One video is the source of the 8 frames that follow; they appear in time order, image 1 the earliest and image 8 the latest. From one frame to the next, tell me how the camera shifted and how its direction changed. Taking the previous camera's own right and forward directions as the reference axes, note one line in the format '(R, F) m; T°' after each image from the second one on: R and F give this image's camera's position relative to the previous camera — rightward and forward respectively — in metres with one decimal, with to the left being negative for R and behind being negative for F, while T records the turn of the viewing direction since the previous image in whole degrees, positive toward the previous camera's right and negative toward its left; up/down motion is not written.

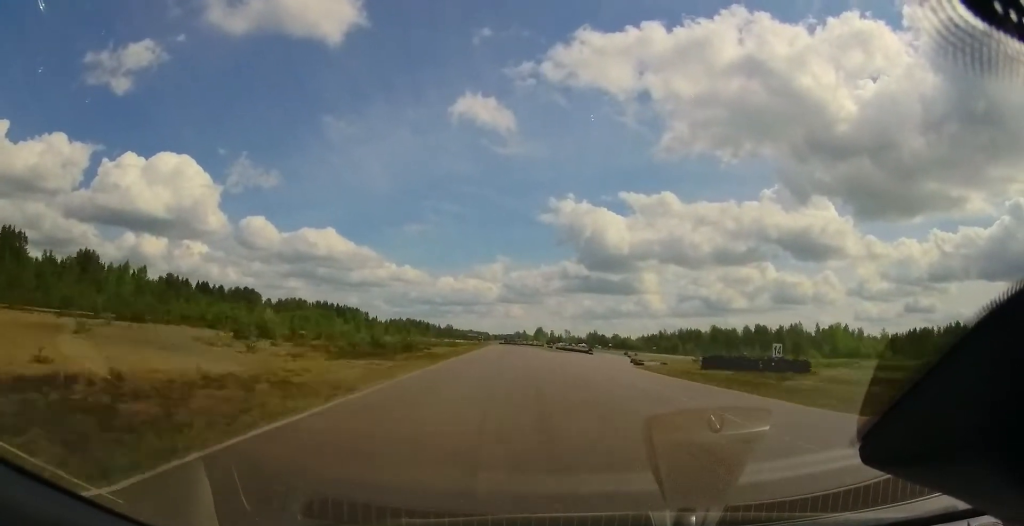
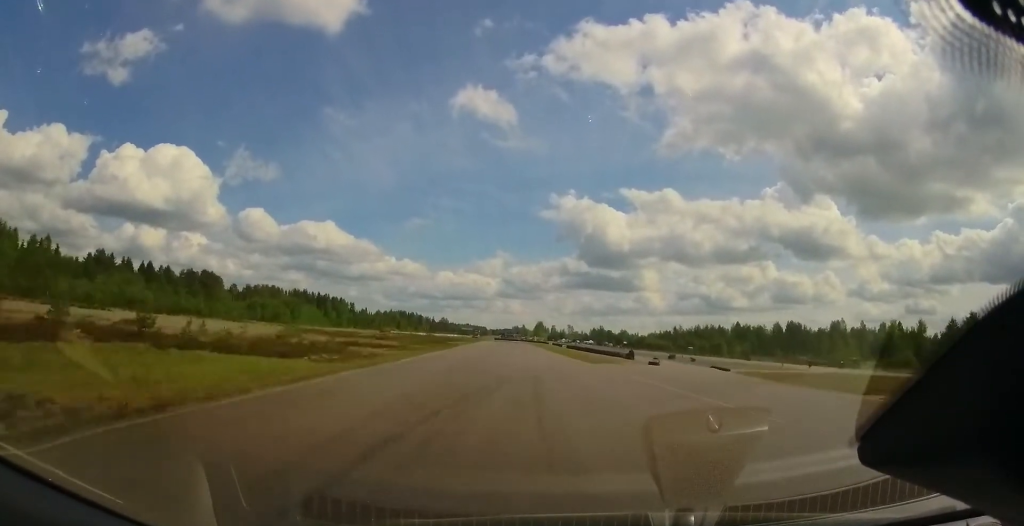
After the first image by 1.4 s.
(+0.7, +50.0) m; +1°
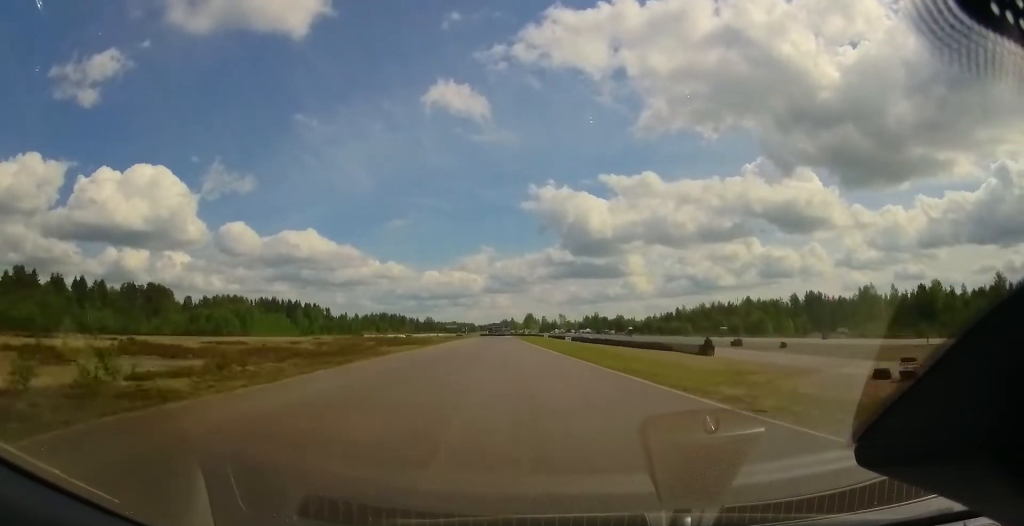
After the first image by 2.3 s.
(0.0, +37.8) m; -1°
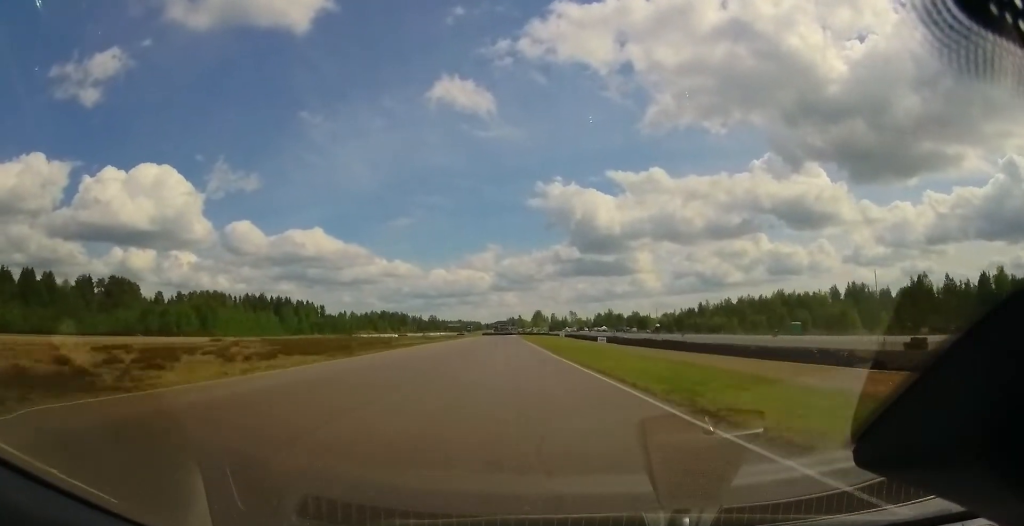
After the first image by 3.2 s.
(-0.4, +35.4) m; -1°
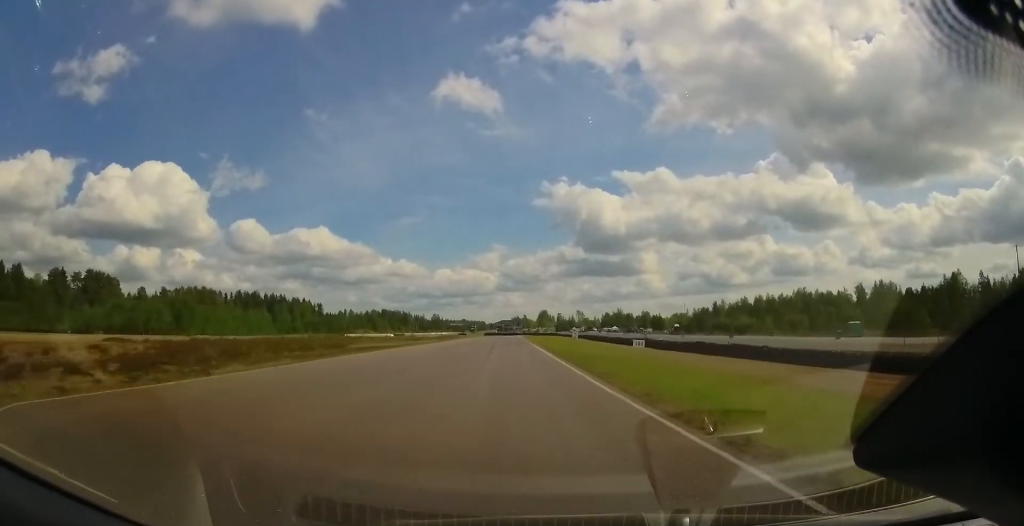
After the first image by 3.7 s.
(-0.1, +19.0) m; 0°
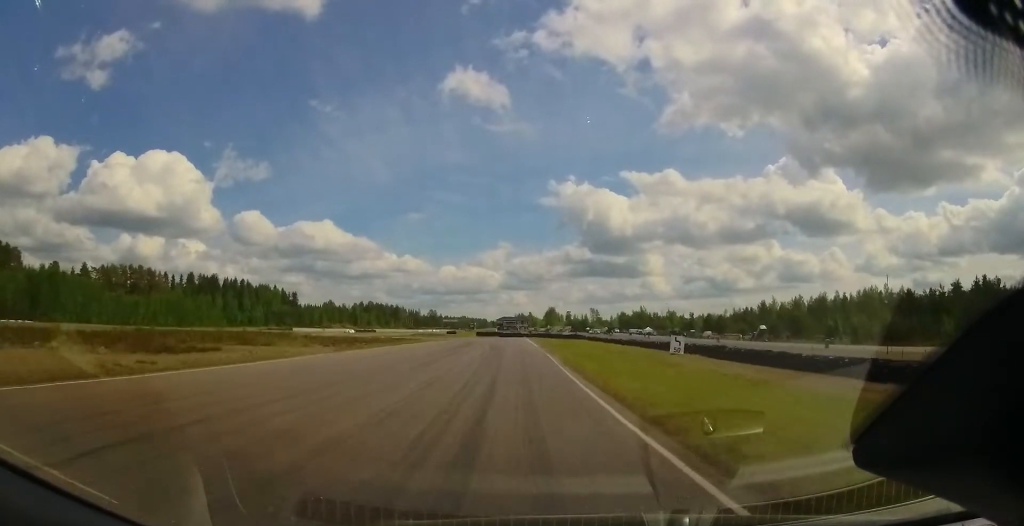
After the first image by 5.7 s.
(-0.6, +65.7) m; -1°
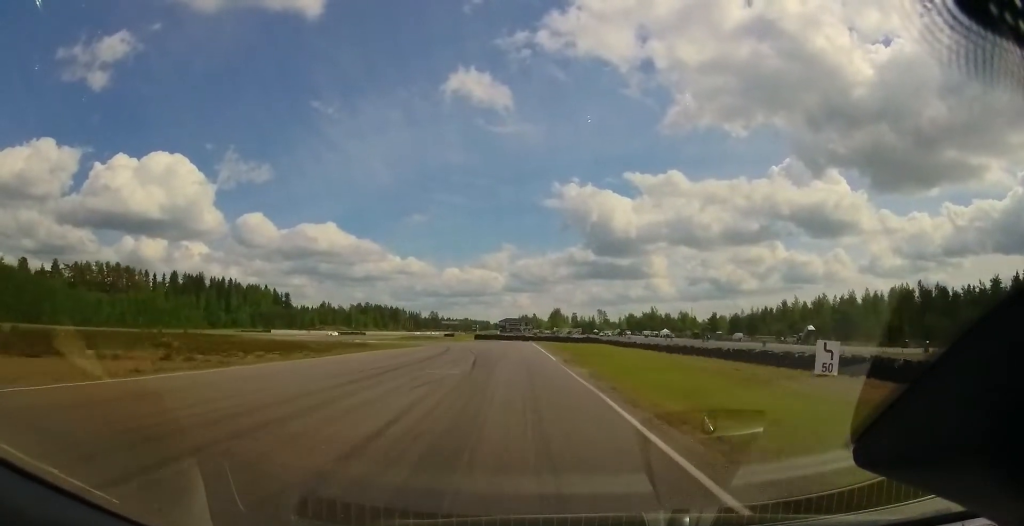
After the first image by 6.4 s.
(0.0, +19.8) m; -1°
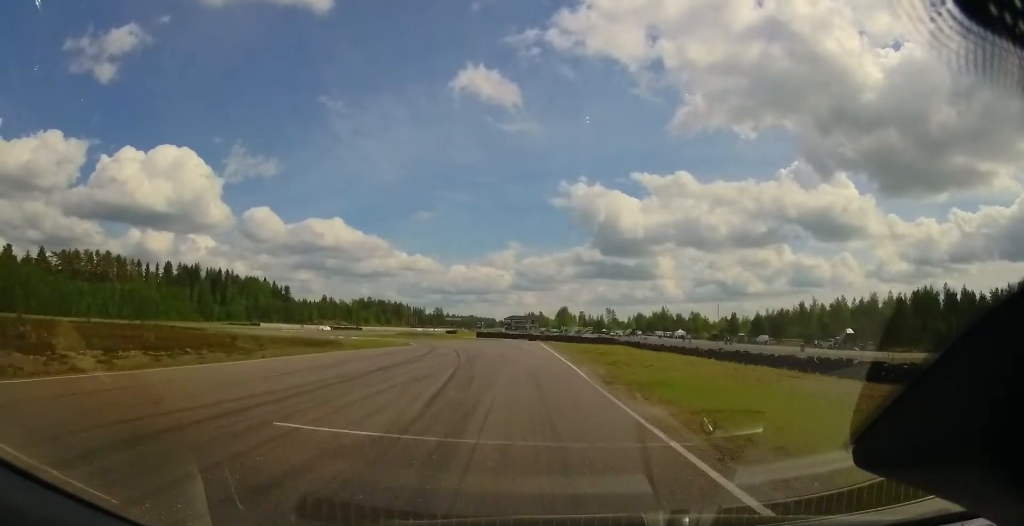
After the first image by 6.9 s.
(-0.2, +10.3) m; -1°
